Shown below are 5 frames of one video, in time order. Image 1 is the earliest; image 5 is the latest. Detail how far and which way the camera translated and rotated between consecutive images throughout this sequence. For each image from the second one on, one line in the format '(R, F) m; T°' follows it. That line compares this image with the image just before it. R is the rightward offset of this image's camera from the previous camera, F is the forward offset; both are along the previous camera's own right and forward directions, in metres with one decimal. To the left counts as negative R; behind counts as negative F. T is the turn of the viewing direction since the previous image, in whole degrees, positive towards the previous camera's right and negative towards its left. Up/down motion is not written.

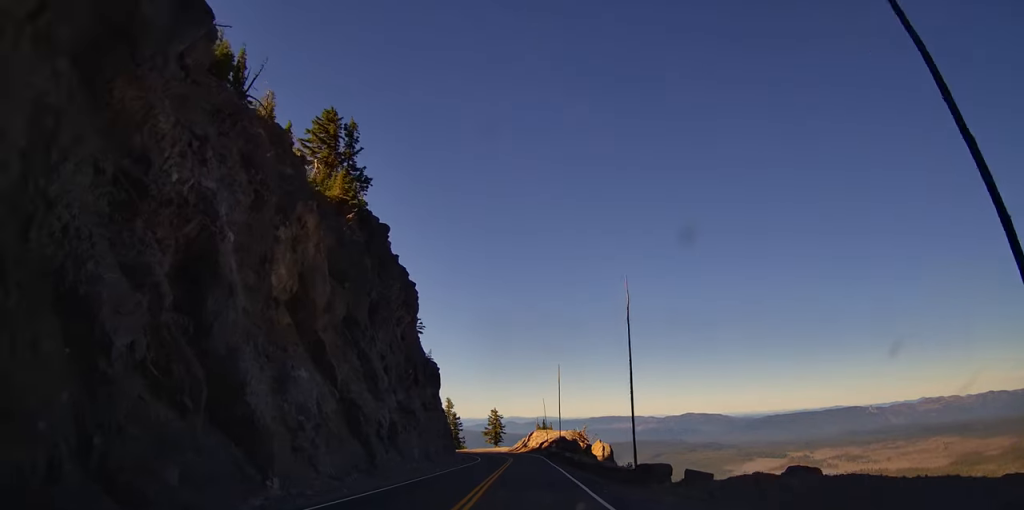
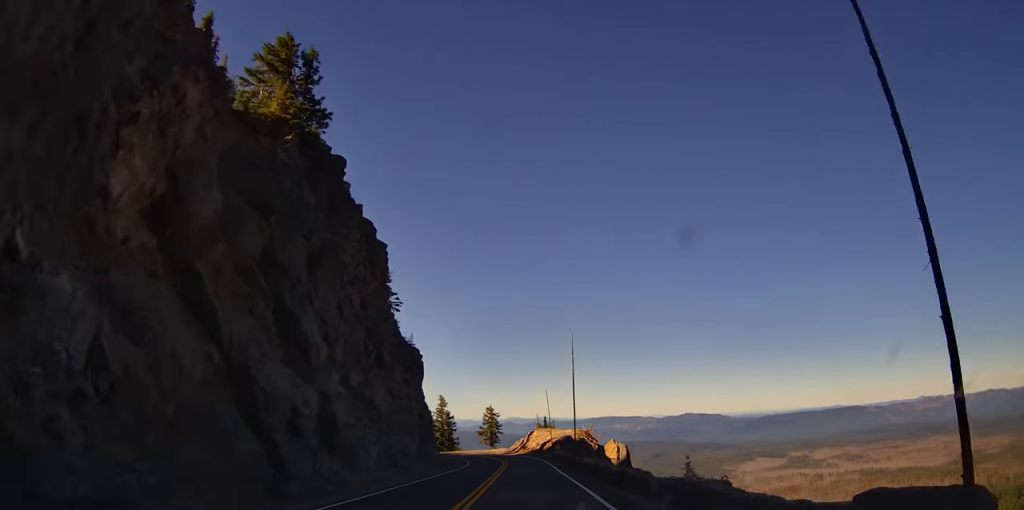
(-0.1, +11.7) m; 0°
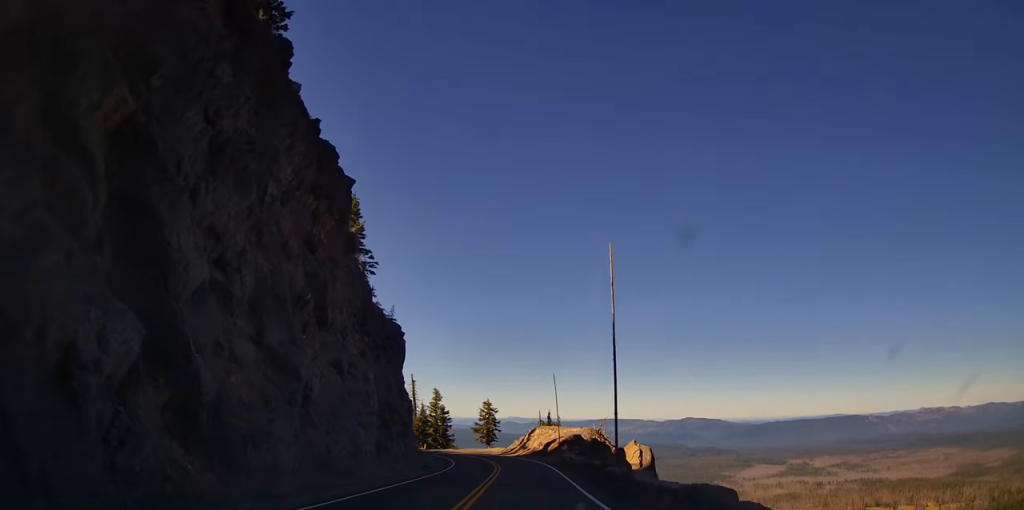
(+0.1, +10.9) m; 0°
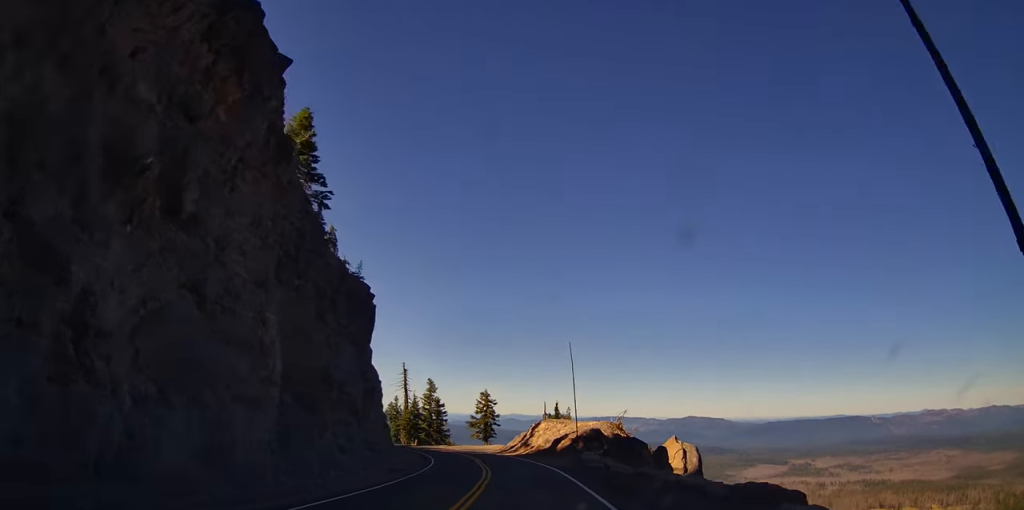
(+0.1, +11.8) m; 0°
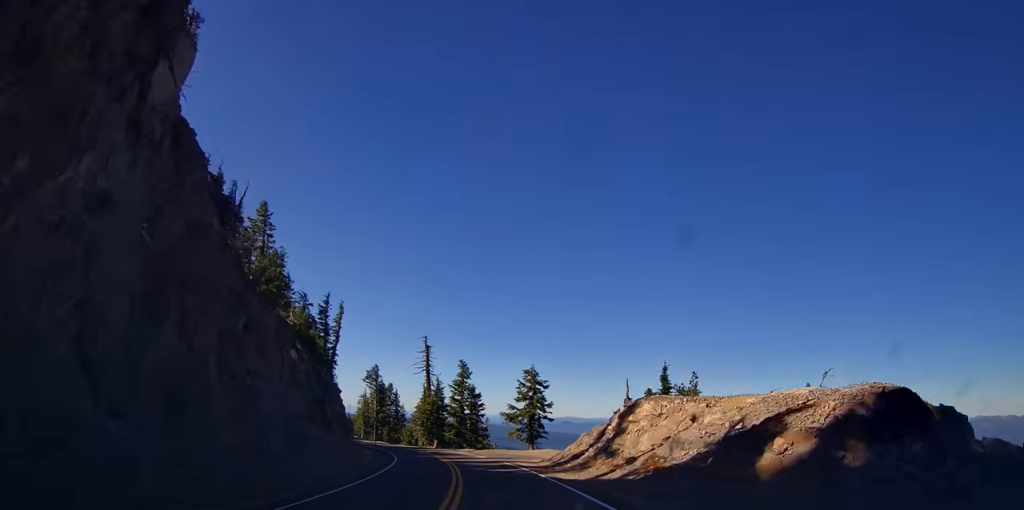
(-0.2, +29.9) m; -2°
